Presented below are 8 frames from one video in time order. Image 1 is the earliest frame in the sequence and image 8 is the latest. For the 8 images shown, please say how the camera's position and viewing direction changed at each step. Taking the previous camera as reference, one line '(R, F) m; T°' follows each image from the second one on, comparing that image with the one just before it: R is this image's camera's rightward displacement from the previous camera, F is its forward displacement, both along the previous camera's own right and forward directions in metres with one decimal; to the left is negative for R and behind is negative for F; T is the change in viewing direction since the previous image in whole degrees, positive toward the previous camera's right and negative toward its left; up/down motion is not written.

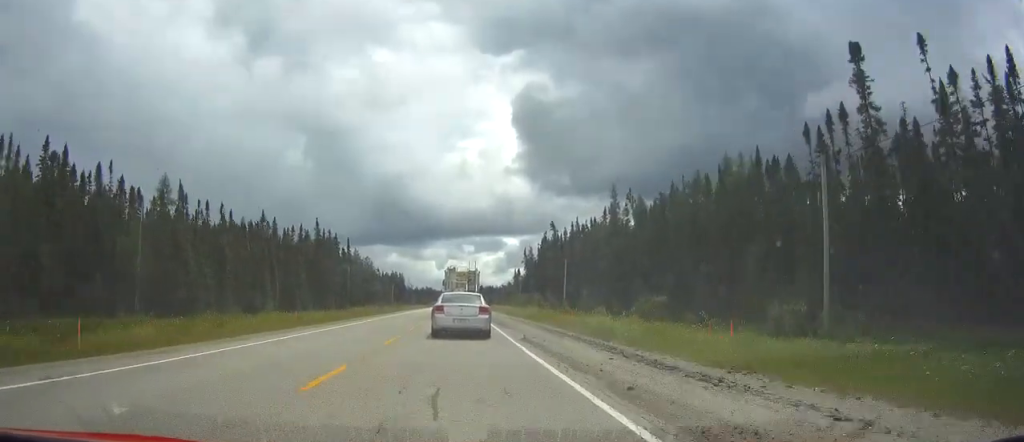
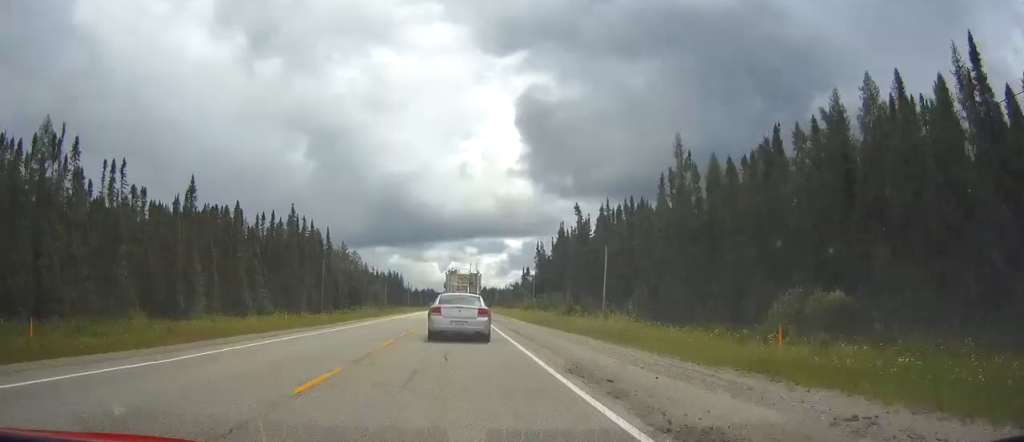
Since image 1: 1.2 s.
(-0.2, +27.3) m; 0°
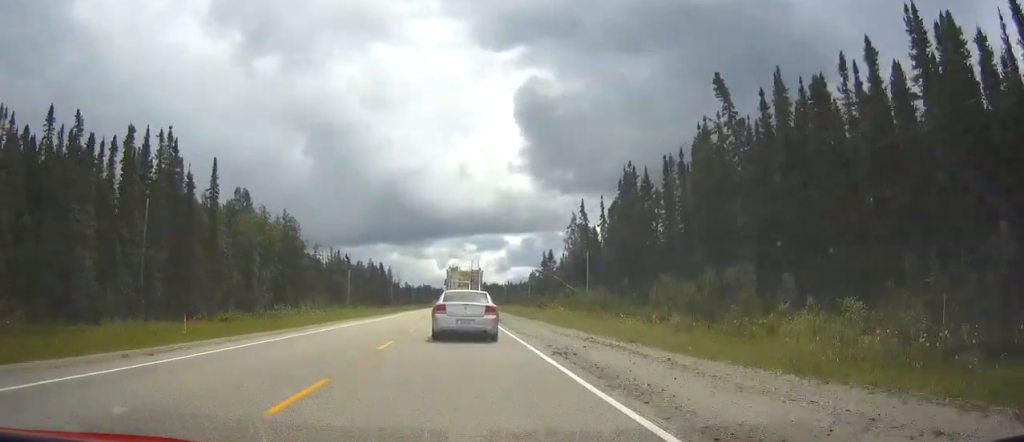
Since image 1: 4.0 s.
(+0.2, +64.7) m; 0°
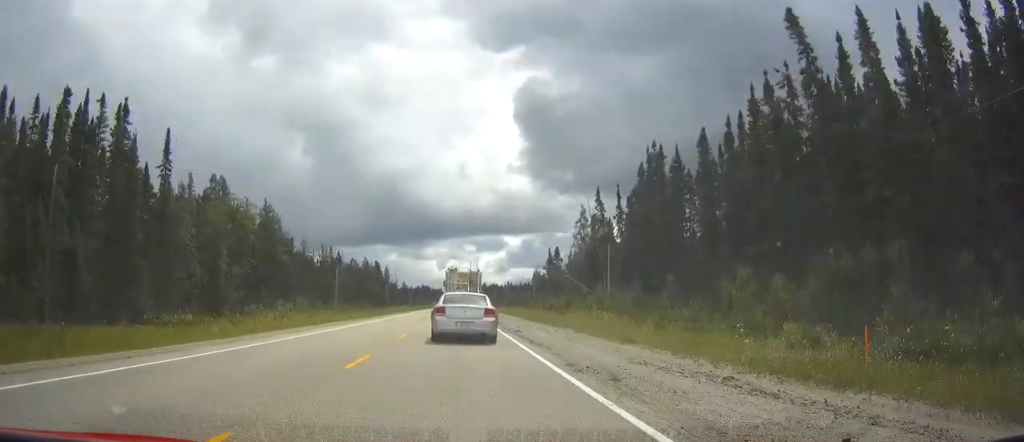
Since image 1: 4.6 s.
(0.0, +13.0) m; 0°
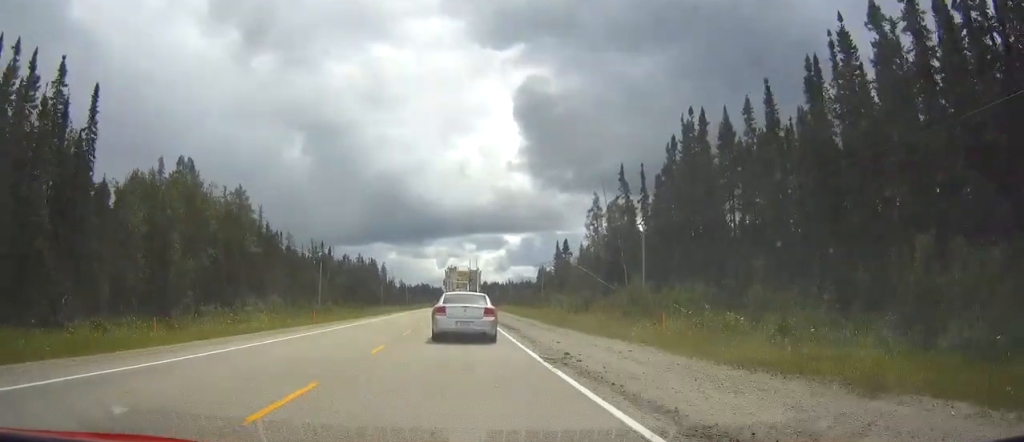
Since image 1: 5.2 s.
(+0.1, +14.5) m; 0°
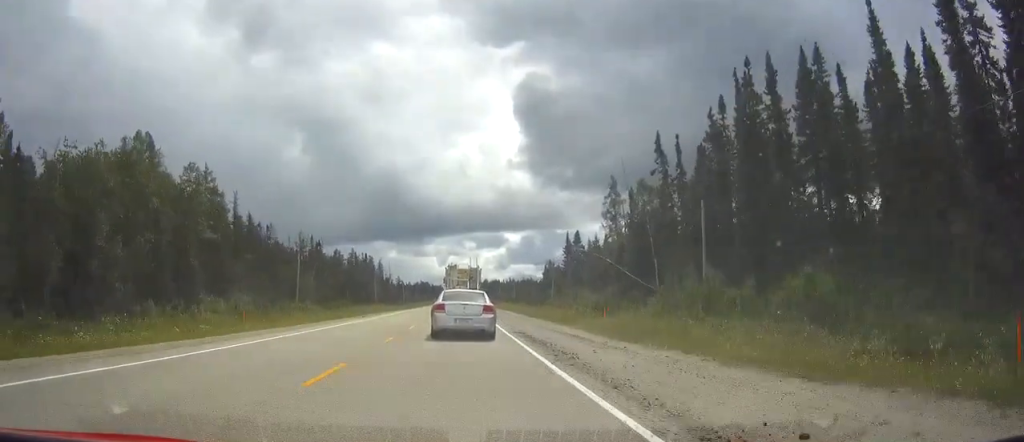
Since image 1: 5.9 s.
(0.0, +15.2) m; 0°
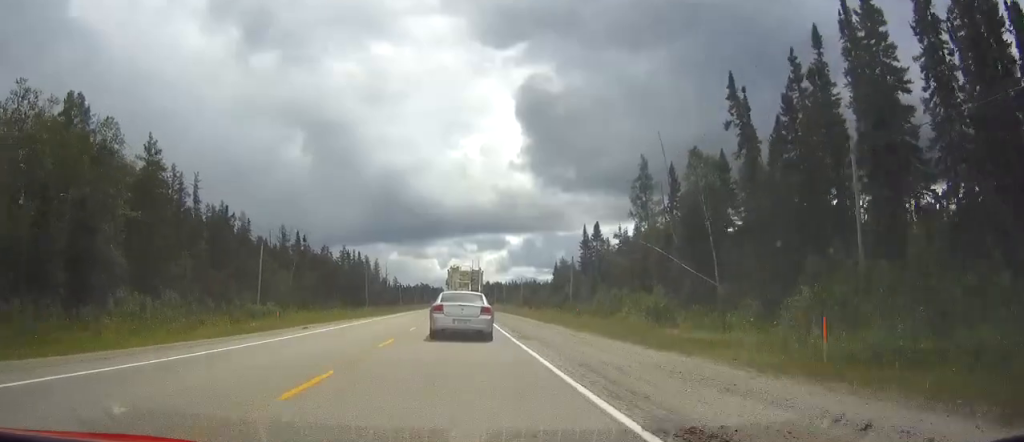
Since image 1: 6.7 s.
(0.0, +19.0) m; 0°
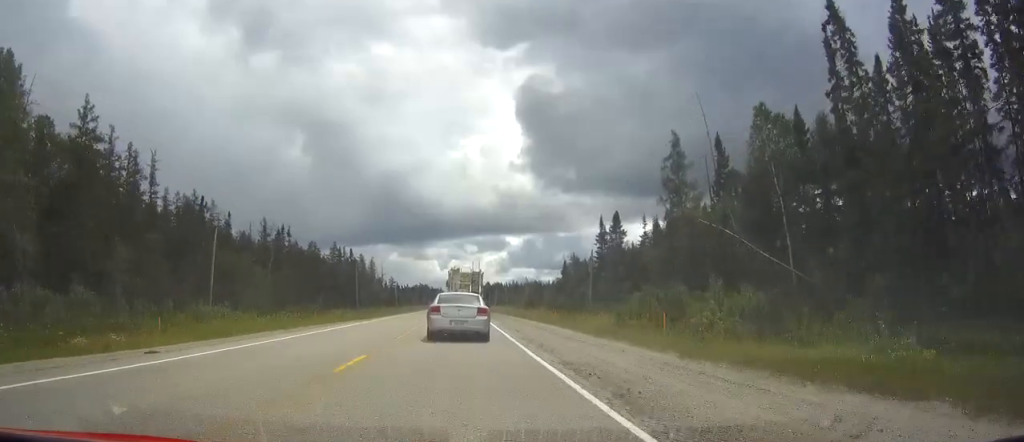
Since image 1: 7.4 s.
(0.0, +15.2) m; 0°
